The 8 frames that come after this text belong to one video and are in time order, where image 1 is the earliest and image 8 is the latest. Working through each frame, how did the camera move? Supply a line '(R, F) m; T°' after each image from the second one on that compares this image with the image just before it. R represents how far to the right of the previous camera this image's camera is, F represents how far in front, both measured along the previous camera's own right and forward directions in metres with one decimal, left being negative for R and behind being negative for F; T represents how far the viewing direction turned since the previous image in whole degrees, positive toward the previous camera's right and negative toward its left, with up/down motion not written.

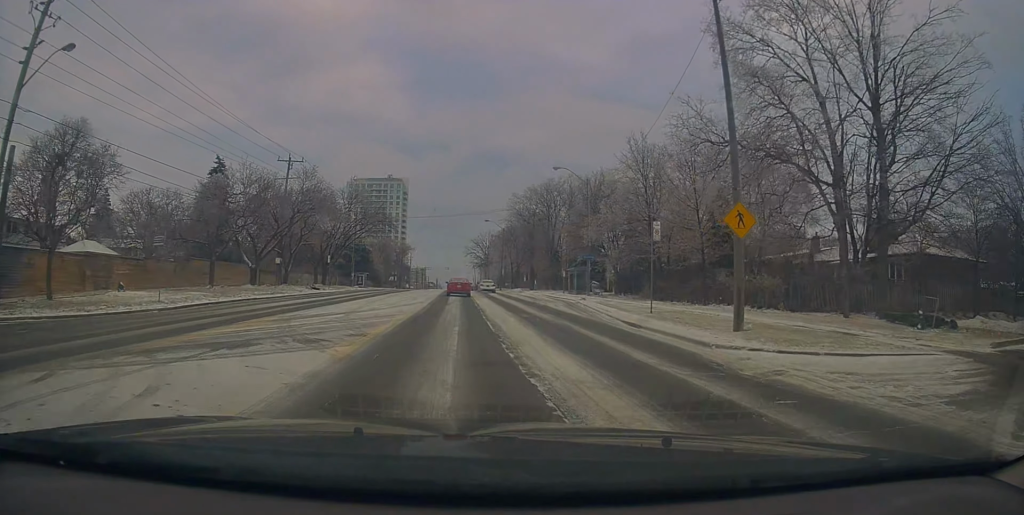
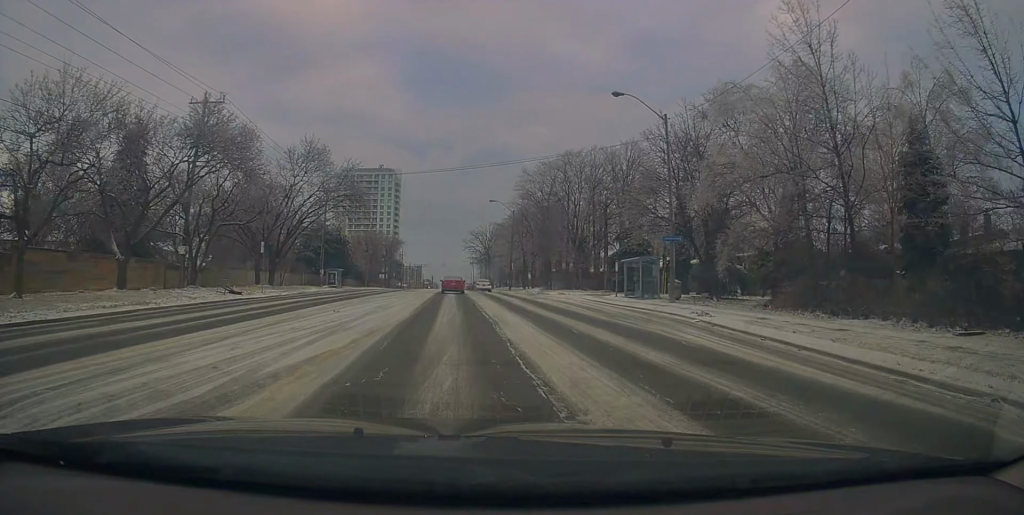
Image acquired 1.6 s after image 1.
(-0.2, +19.7) m; 0°
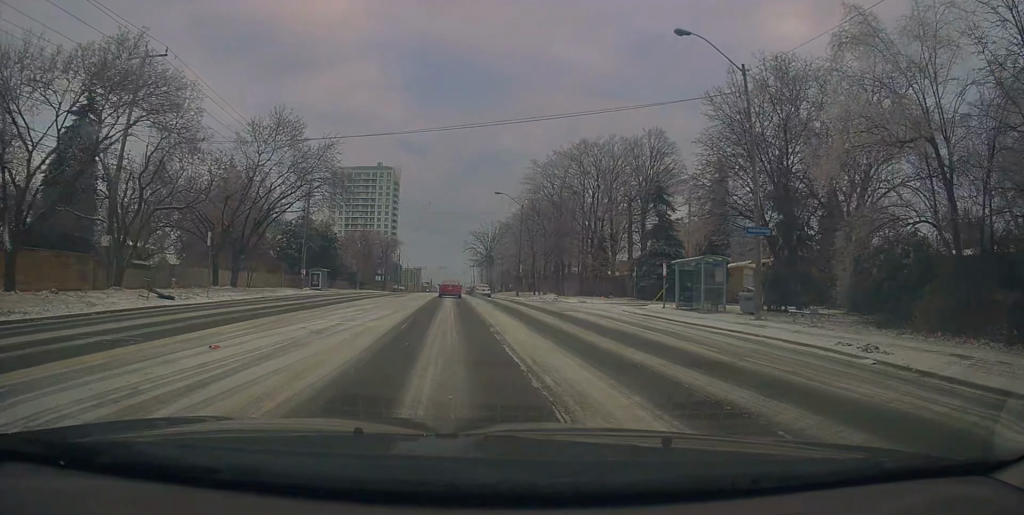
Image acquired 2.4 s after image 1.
(0.0, +9.0) m; +1°
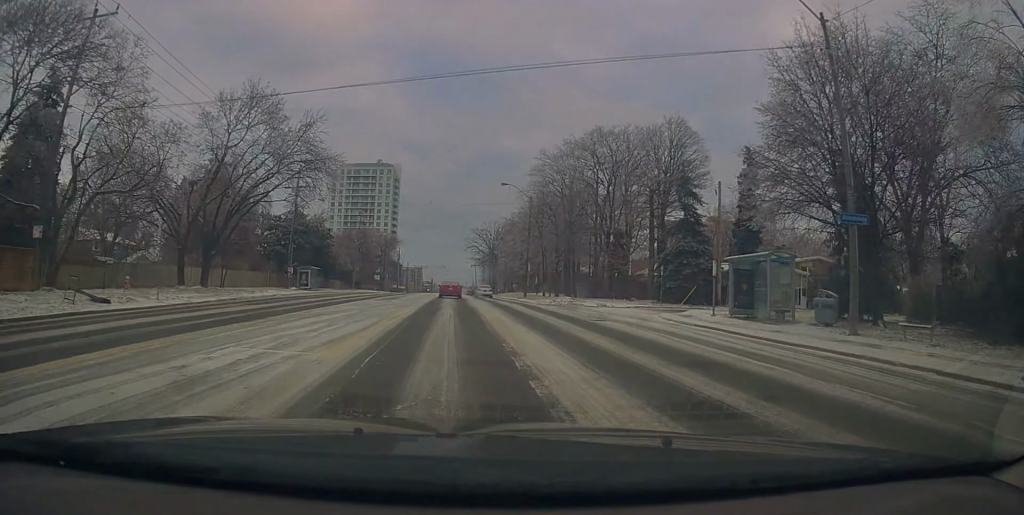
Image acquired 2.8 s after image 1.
(+0.1, +6.0) m; 0°
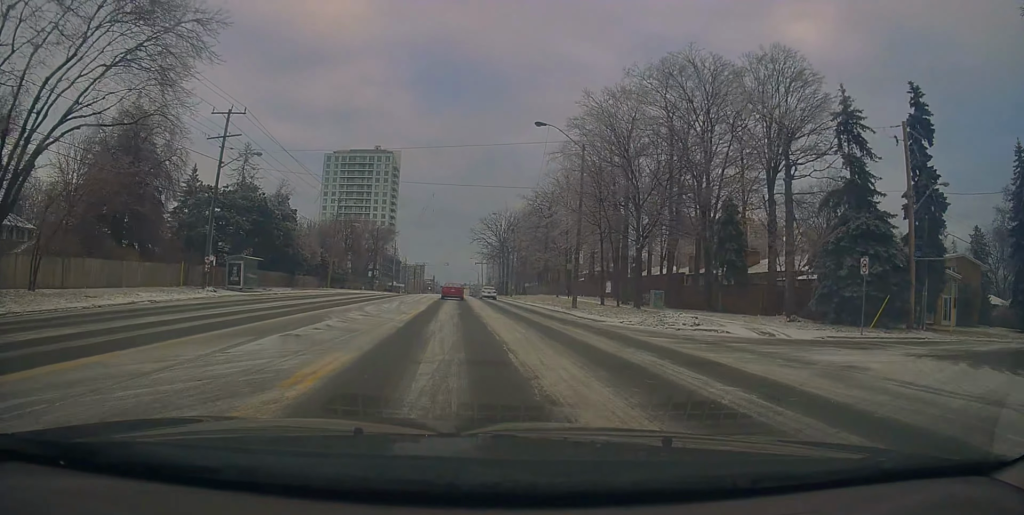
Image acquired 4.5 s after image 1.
(-0.2, +21.4) m; 0°
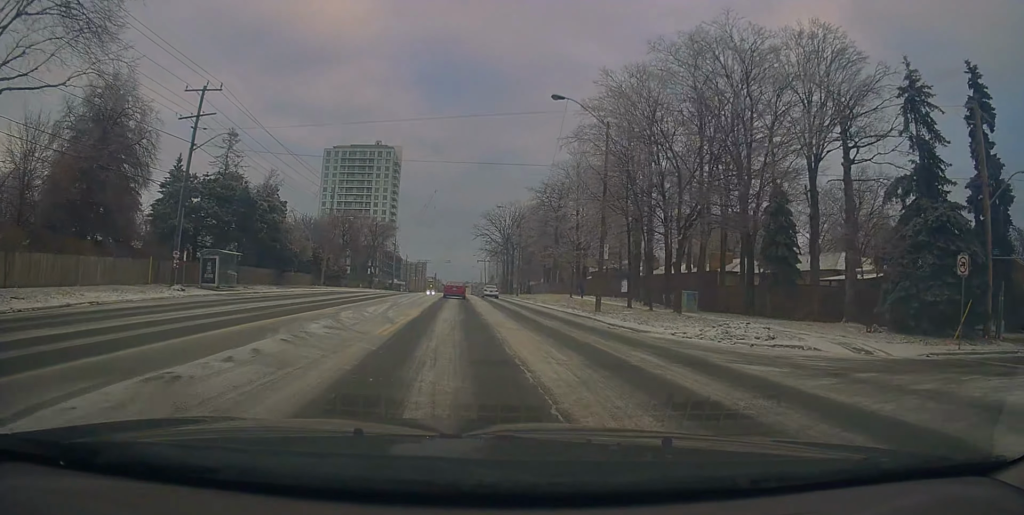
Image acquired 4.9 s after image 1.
(+0.2, +5.4) m; -1°
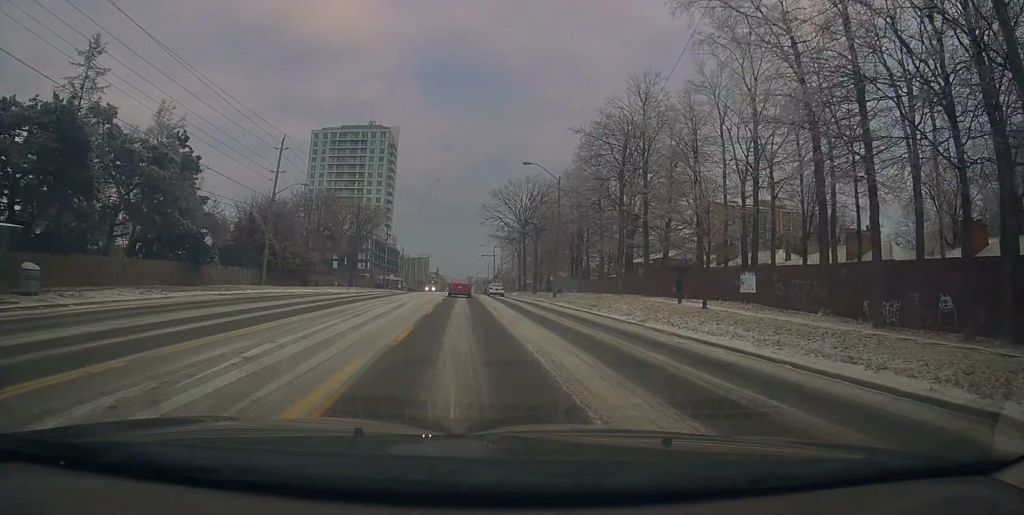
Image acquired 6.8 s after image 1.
(-0.8, +23.9) m; 0°
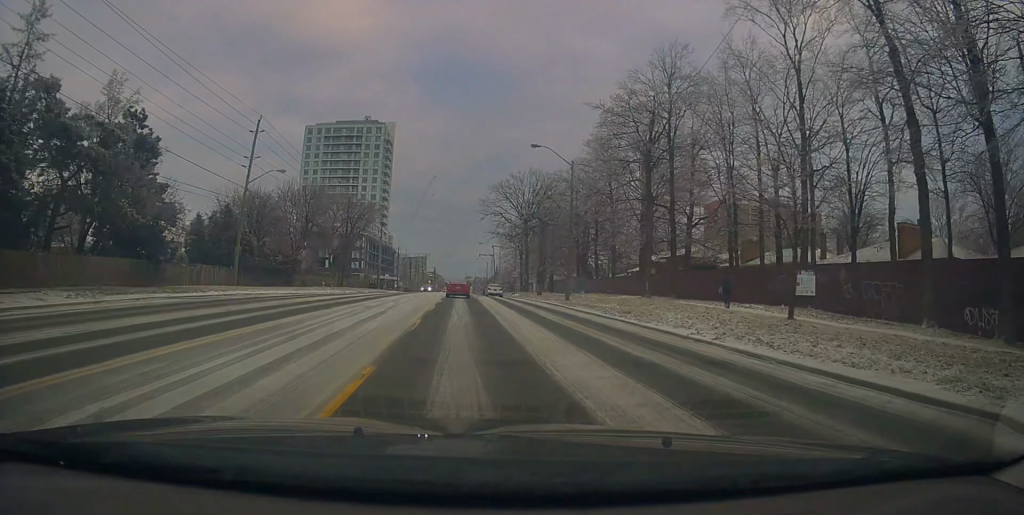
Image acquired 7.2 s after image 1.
(+0.4, +6.7) m; +2°
